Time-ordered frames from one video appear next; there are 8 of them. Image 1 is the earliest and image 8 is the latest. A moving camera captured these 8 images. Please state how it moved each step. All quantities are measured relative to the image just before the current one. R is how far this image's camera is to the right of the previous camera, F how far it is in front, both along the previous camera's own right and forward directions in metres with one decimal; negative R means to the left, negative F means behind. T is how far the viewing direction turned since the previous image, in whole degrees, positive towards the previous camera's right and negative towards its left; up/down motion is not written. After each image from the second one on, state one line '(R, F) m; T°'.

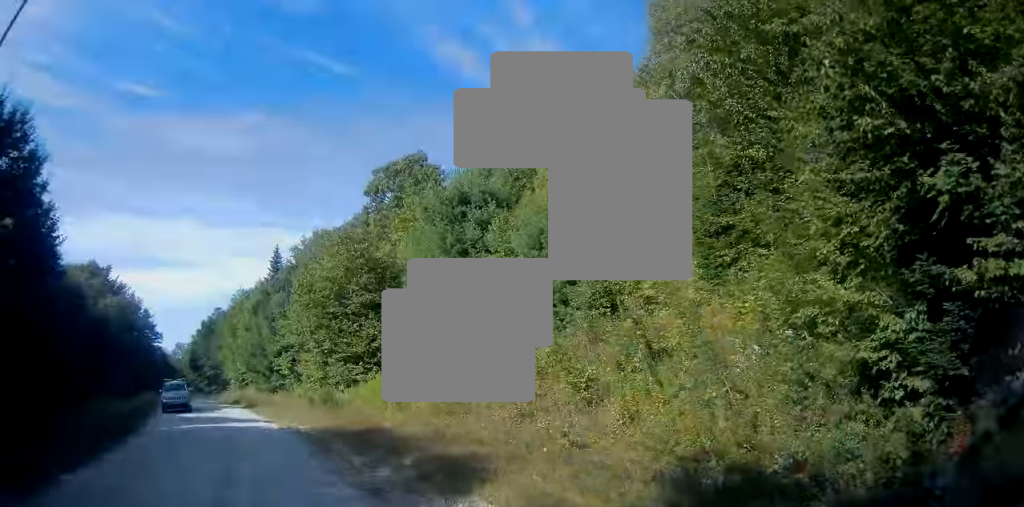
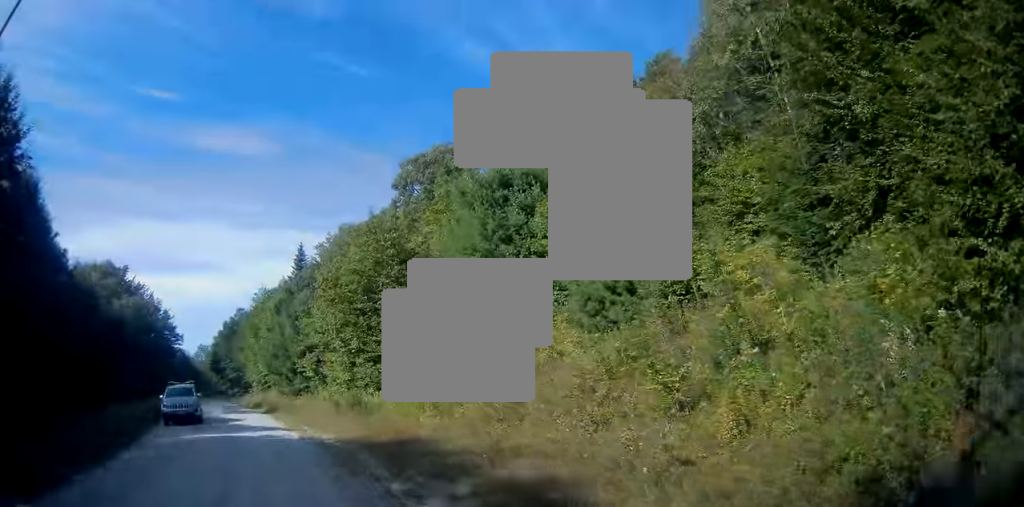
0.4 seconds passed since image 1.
(+0.1, +3.3) m; 0°
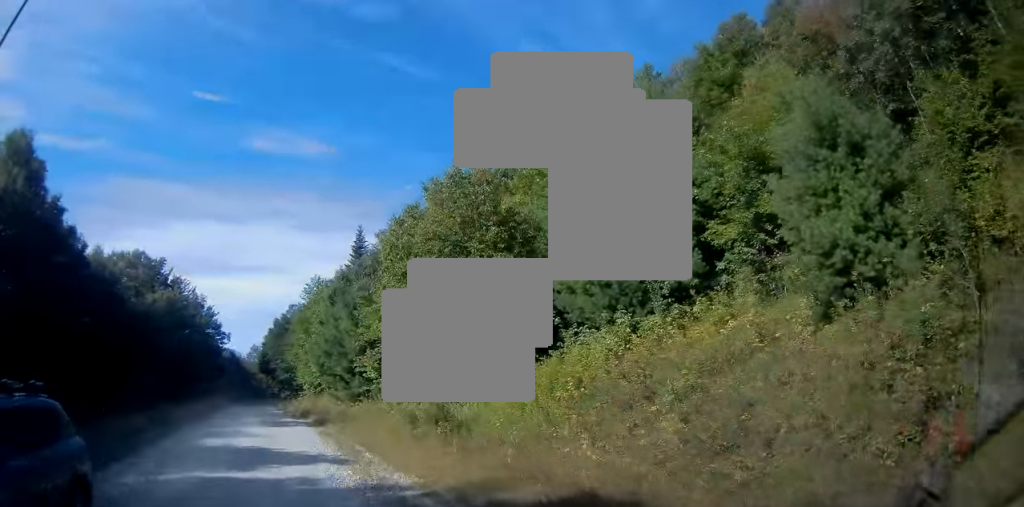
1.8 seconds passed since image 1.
(-0.5, +8.3) m; -10°
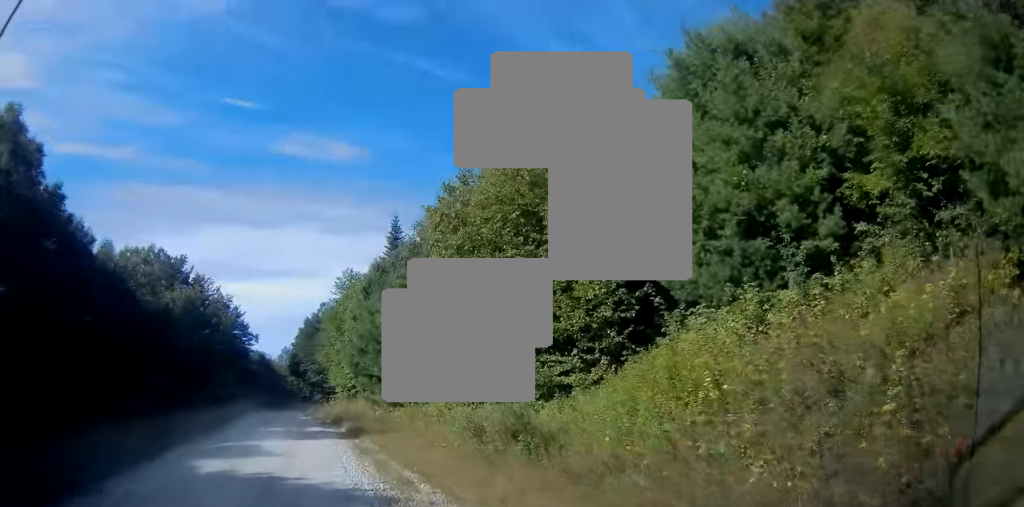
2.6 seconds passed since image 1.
(-0.5, +4.1) m; -4°
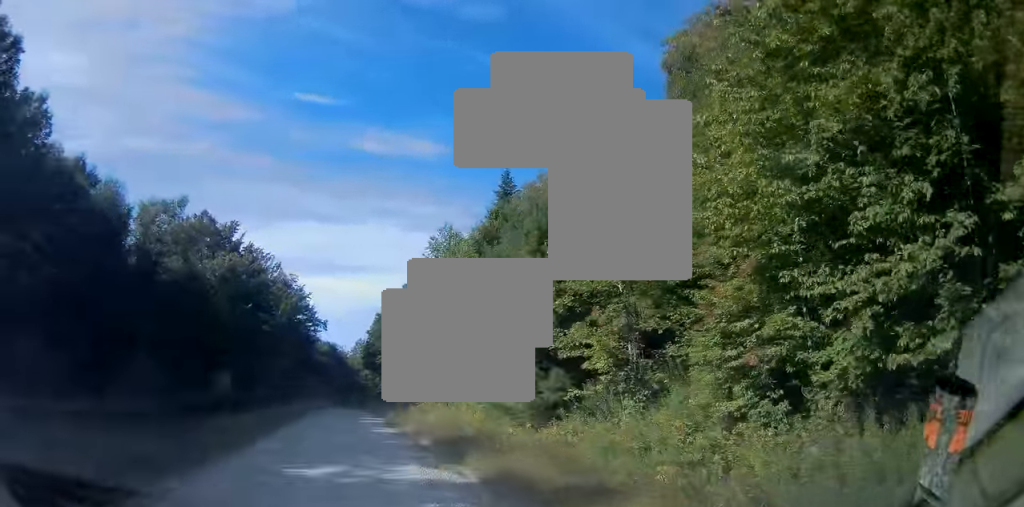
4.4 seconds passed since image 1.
(-0.8, +11.2) m; -10°
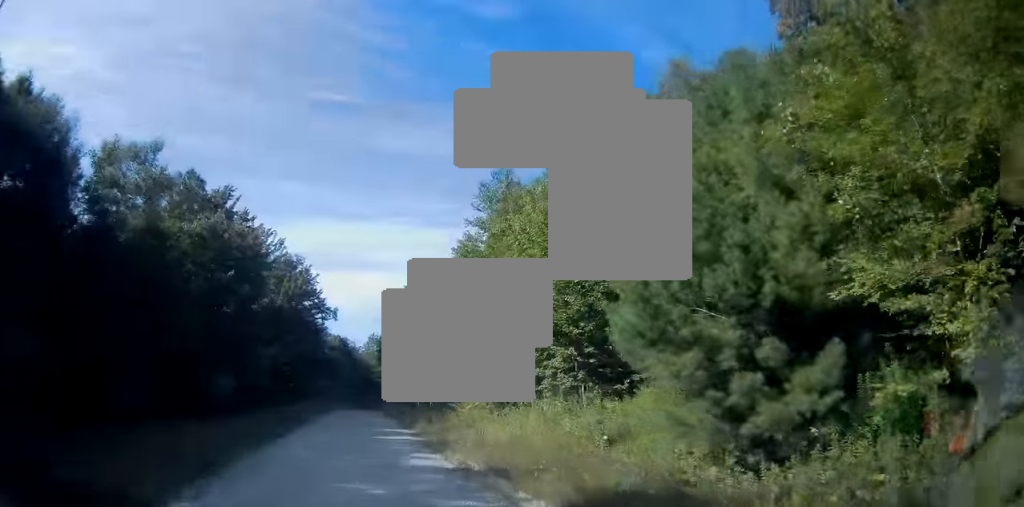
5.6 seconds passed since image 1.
(-0.2, +9.5) m; 0°
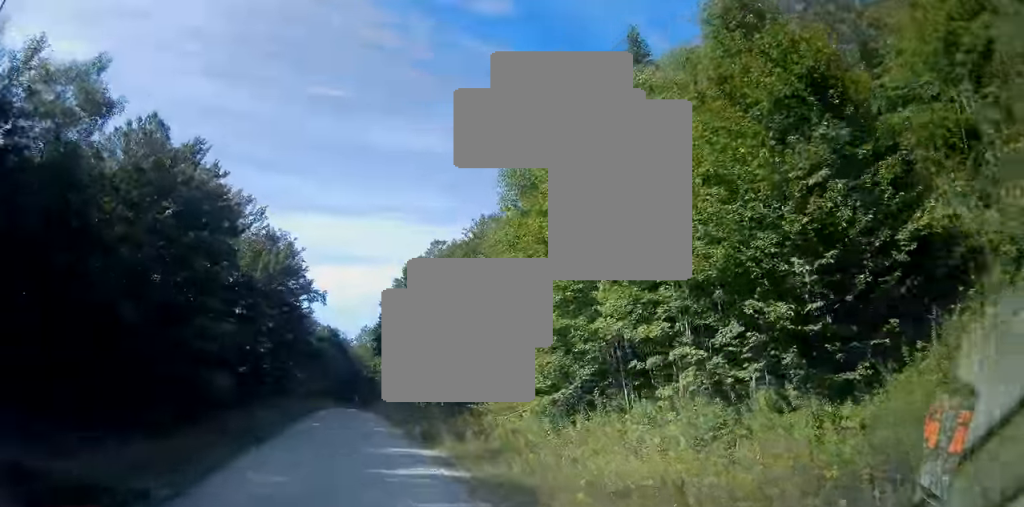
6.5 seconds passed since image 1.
(+0.2, +8.9) m; 0°
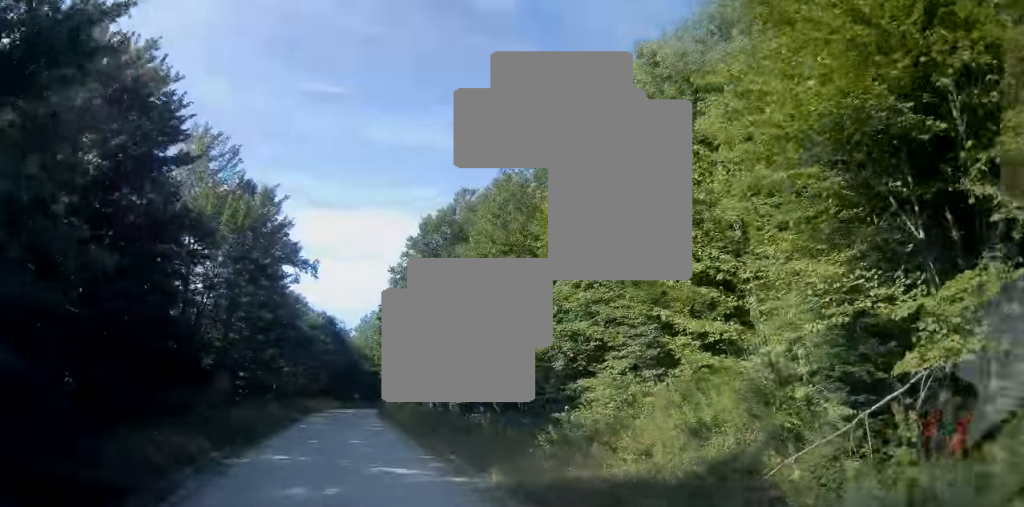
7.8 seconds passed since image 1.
(-0.2, +12.9) m; -1°
